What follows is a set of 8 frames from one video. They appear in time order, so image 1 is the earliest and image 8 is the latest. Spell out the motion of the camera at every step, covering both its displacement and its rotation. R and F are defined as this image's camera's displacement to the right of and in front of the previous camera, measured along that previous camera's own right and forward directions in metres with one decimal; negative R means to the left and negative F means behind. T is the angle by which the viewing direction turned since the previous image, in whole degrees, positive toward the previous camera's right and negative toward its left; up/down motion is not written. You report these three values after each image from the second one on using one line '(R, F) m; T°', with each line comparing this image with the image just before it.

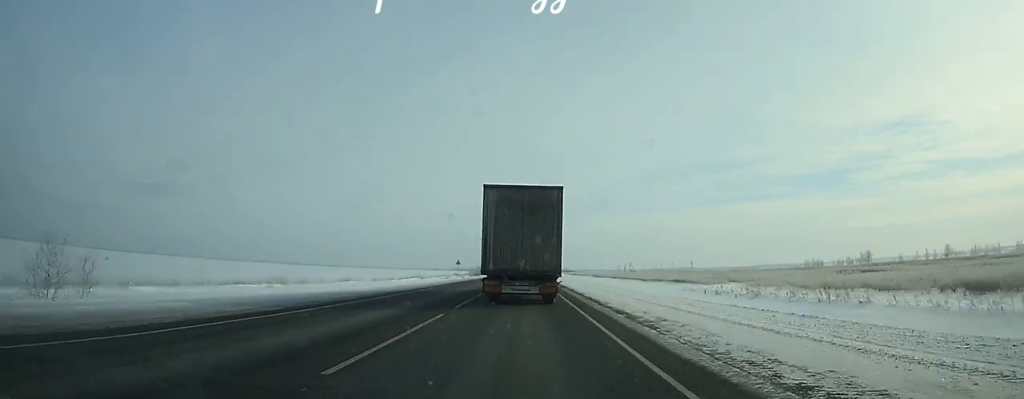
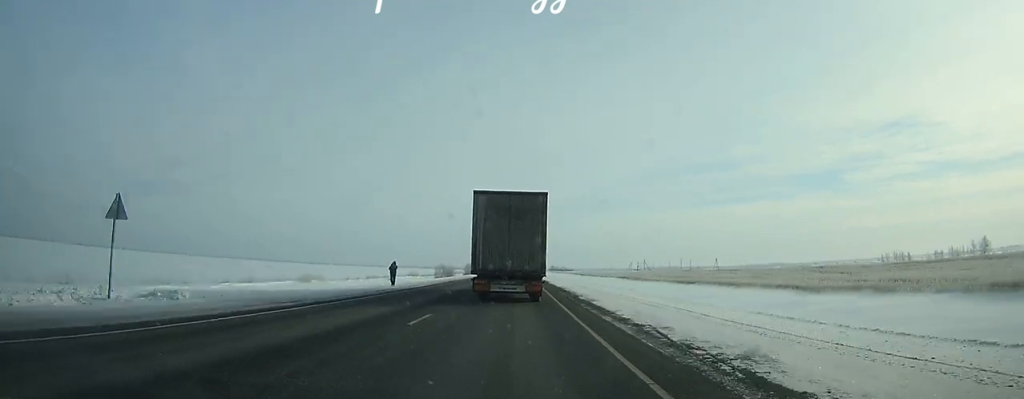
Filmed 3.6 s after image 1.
(+0.3, +79.8) m; 0°
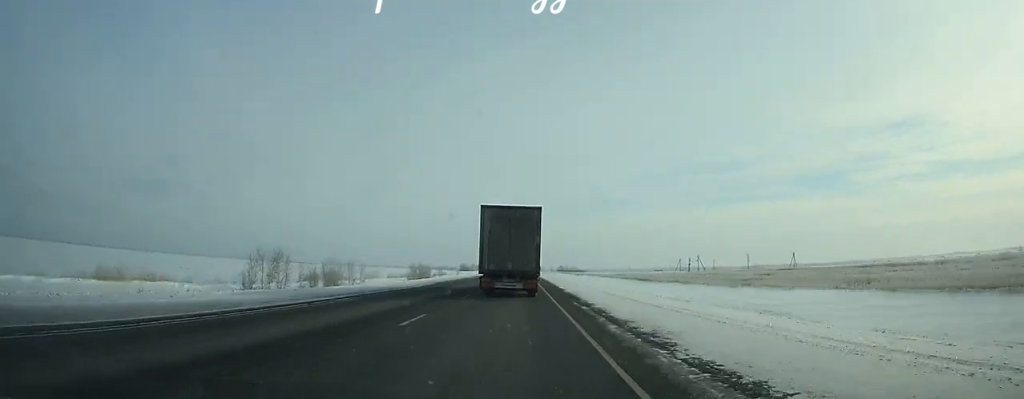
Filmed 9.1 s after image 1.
(-0.1, +123.2) m; 0°
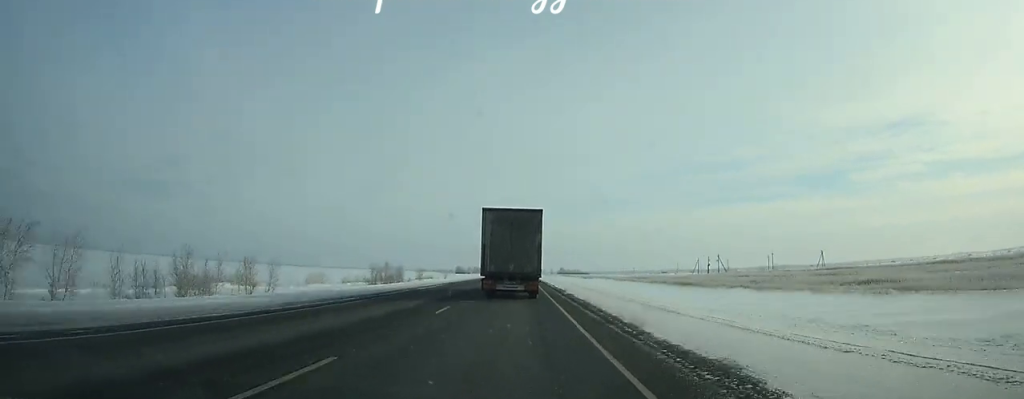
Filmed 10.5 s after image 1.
(+0.1, +32.0) m; 0°
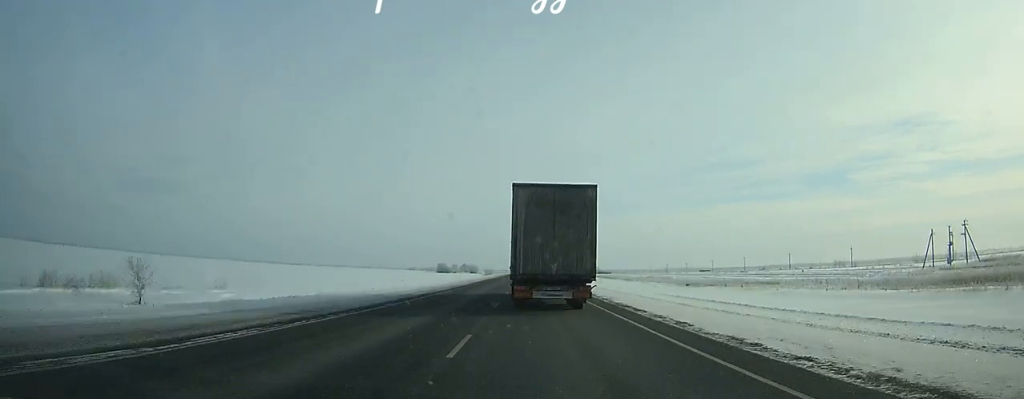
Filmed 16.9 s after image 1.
(-0.2, +150.1) m; 0°
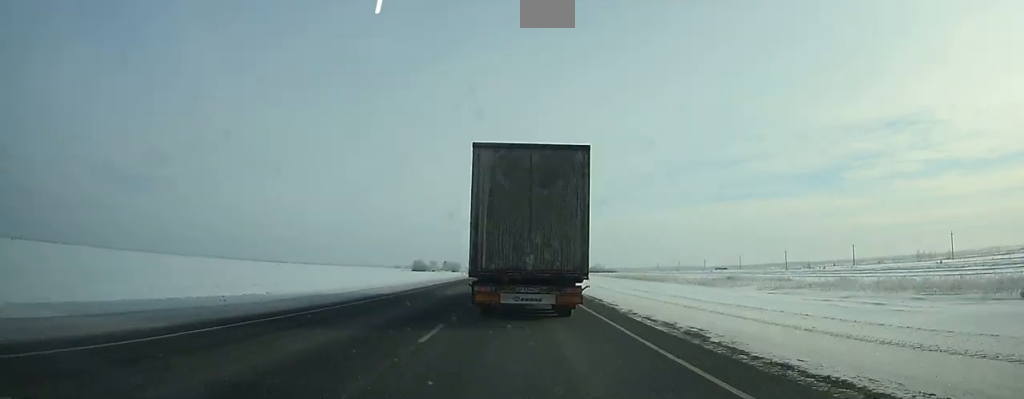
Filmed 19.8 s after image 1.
(+0.3, +67.1) m; 0°
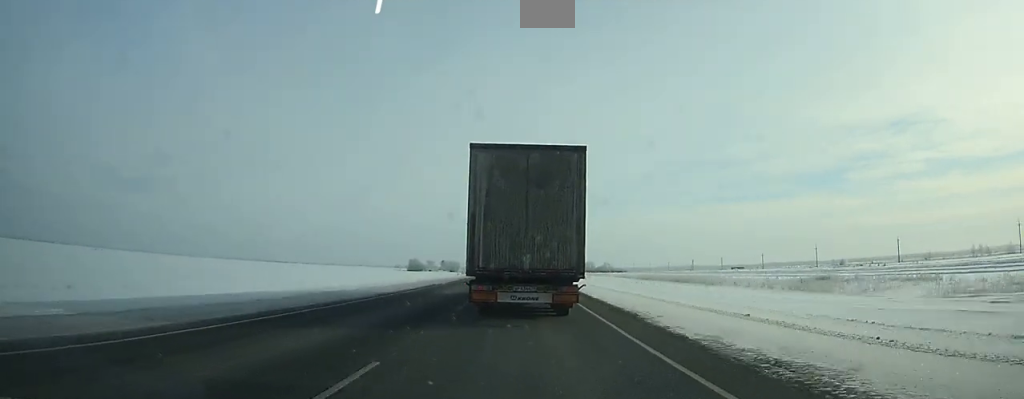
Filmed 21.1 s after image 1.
(+0.1, +29.4) m; 0°
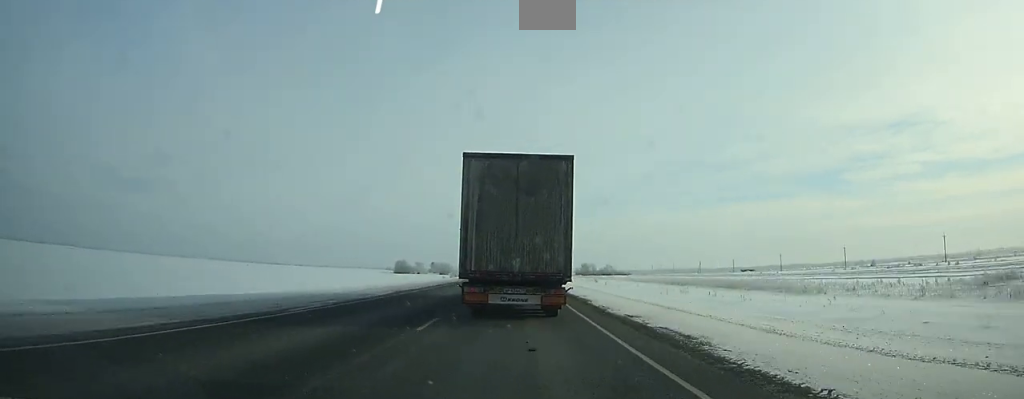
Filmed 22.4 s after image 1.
(+0.1, +29.4) m; 0°
